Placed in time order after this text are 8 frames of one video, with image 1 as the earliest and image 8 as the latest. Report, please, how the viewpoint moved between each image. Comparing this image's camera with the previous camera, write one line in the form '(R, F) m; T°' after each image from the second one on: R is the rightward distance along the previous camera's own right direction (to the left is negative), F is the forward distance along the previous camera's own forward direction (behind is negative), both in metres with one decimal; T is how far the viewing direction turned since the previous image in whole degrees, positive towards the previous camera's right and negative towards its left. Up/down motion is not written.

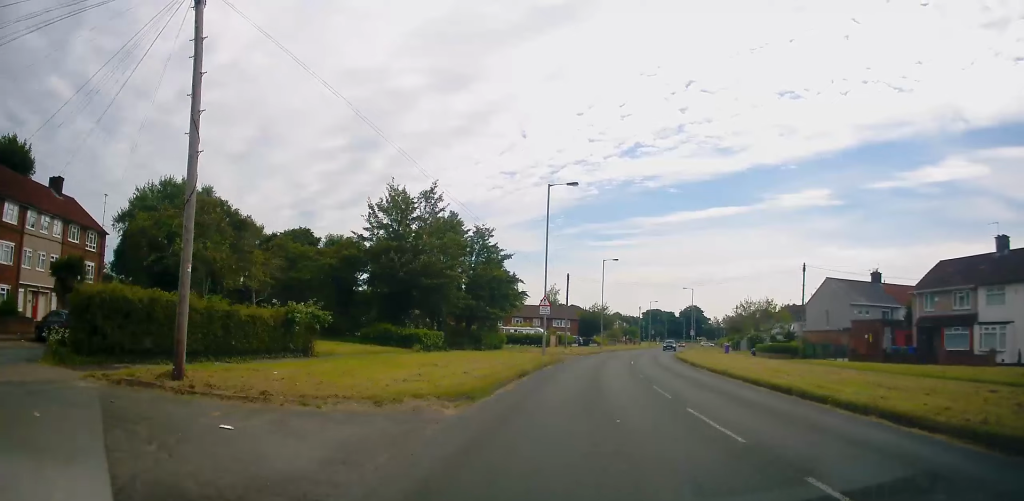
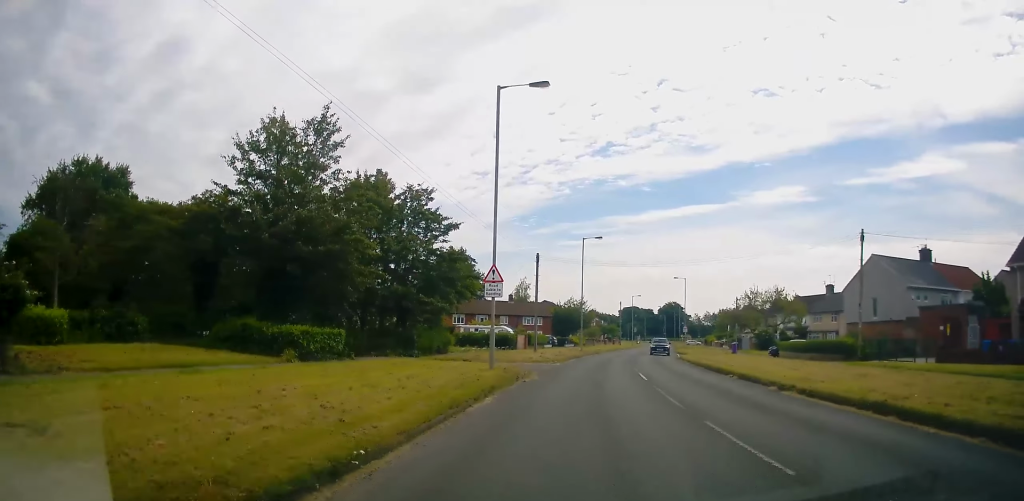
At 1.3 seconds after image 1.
(+0.1, +14.0) m; +1°
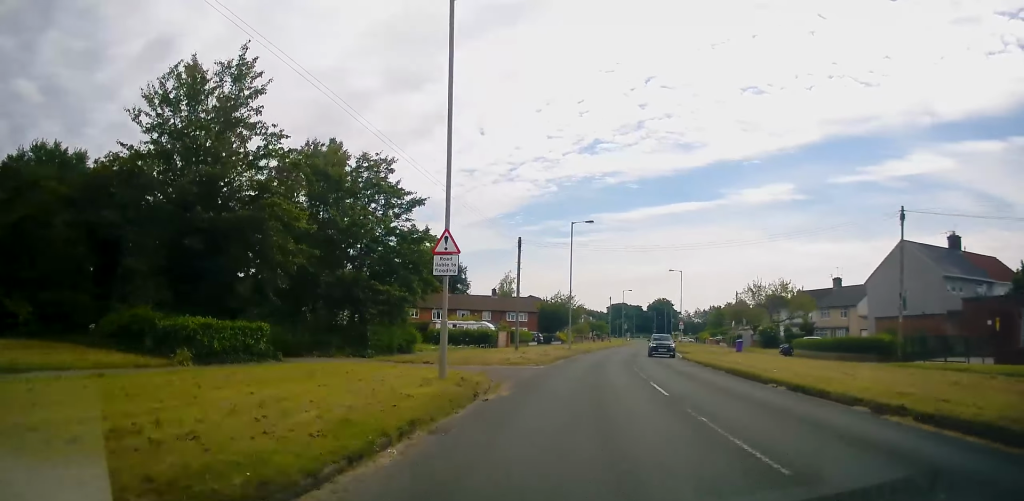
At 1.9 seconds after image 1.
(-0.1, +6.0) m; +1°
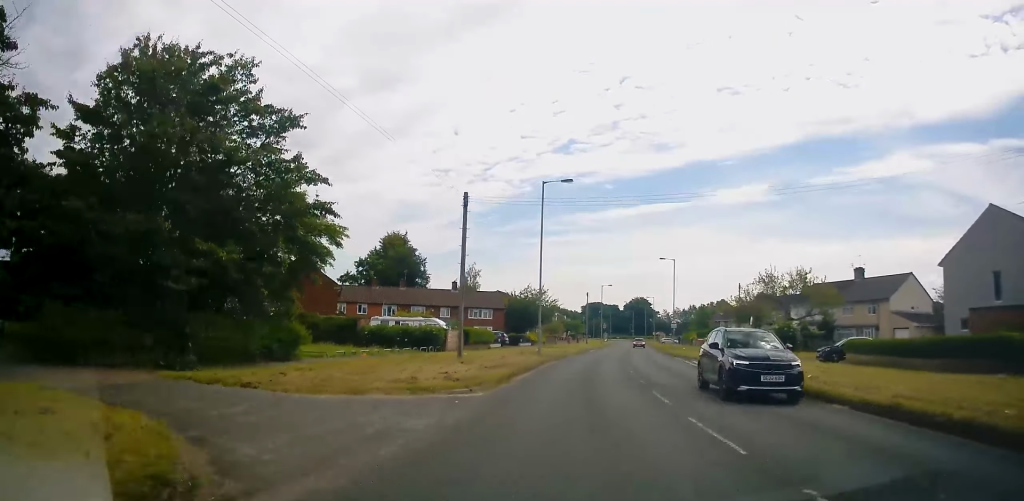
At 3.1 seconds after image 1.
(+0.5, +12.4) m; +3°
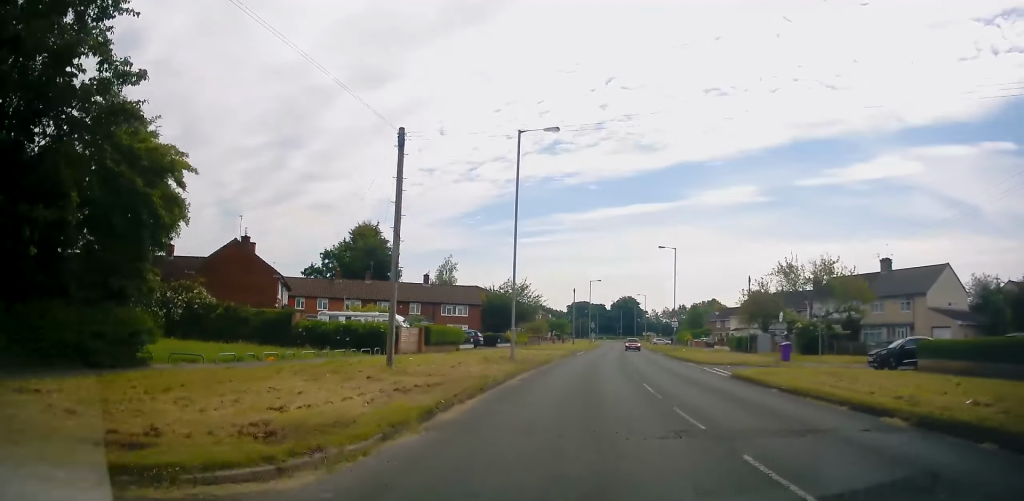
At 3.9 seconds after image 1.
(+0.1, +8.6) m; +1°
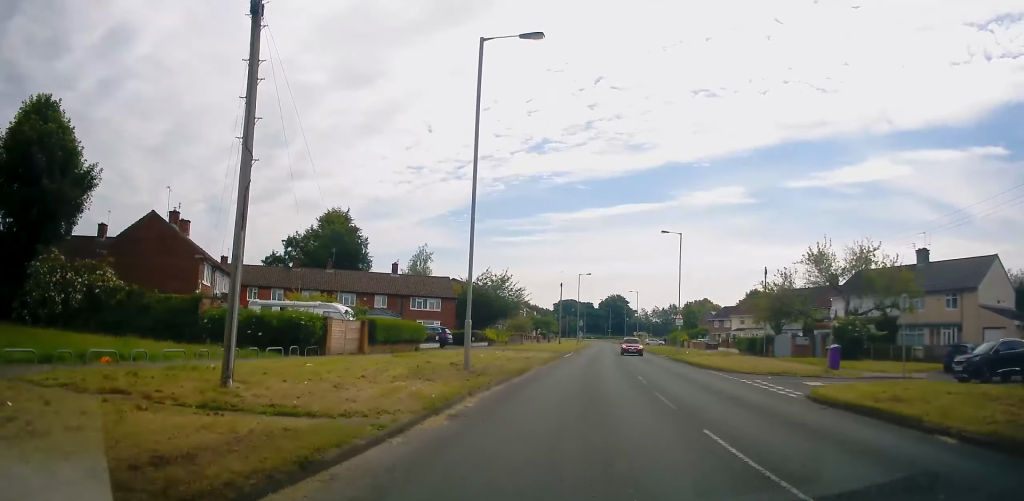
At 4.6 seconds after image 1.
(0.0, +8.5) m; 0°
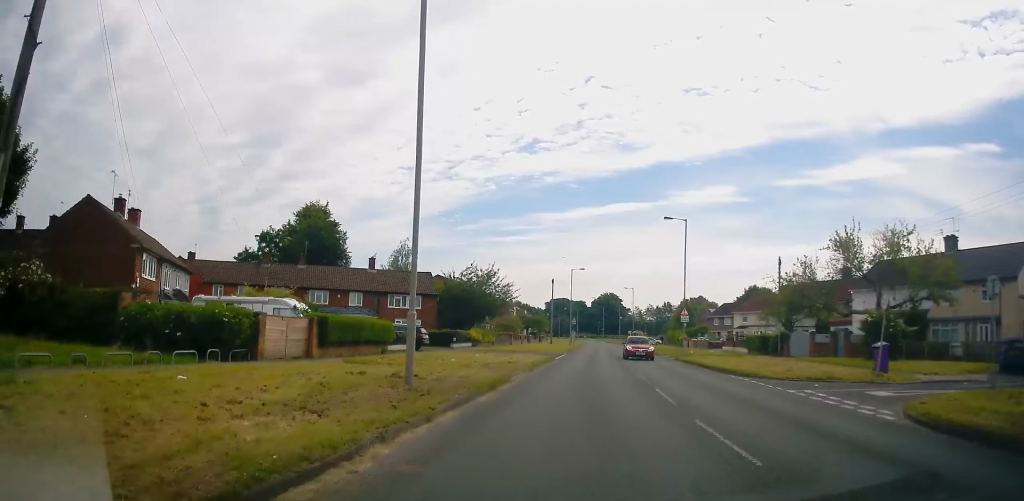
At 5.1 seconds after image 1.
(0.0, +5.3) m; +1°
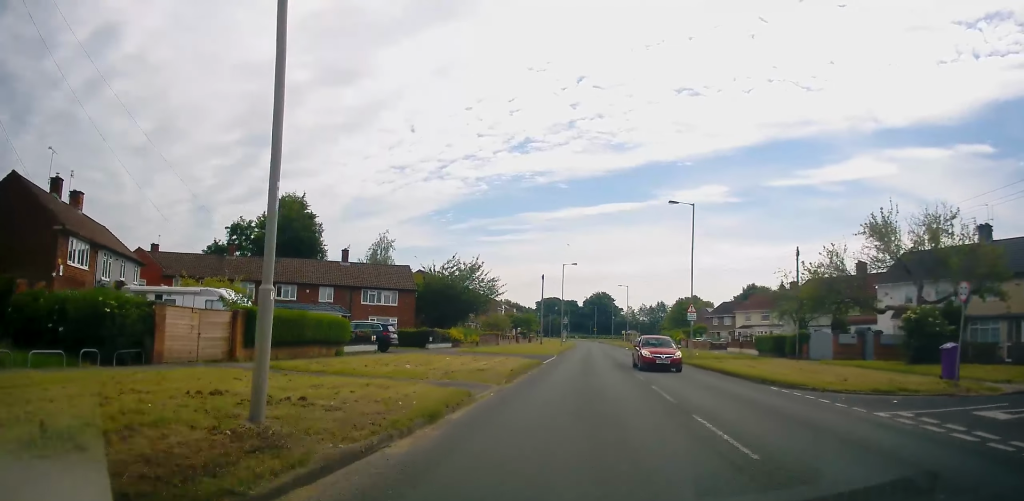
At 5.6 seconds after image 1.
(-0.1, +5.3) m; +1°
